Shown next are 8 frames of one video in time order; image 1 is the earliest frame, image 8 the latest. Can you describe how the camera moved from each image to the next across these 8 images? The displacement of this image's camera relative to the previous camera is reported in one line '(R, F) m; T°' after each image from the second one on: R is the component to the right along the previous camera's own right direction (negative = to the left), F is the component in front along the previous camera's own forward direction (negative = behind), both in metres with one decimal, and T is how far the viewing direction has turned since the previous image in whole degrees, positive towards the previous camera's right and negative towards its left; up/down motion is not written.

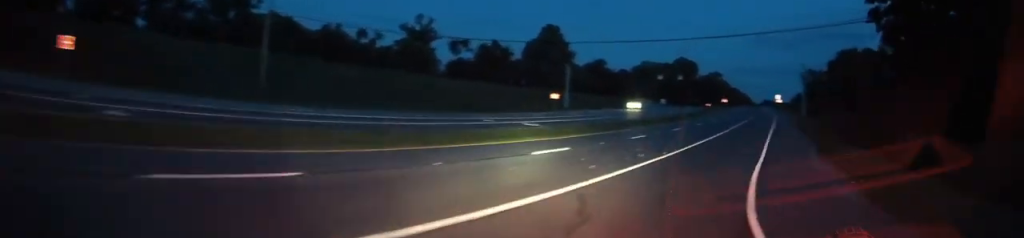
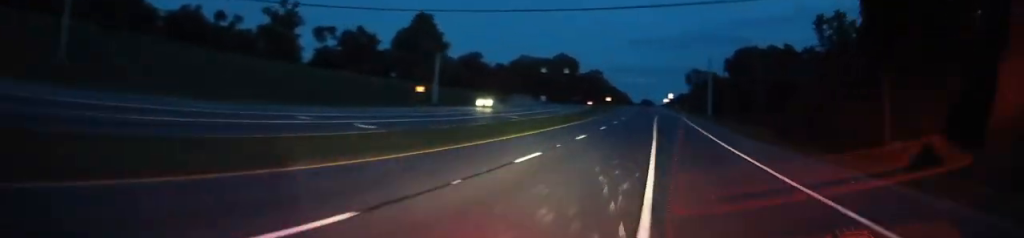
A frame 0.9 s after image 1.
(+1.1, +13.5) m; +11°
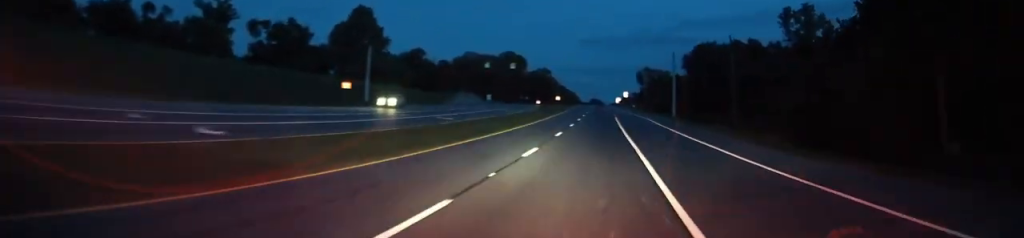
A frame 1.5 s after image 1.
(+1.1, +9.9) m; +6°
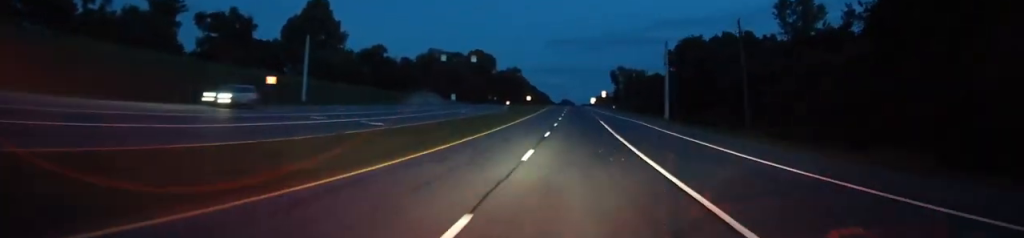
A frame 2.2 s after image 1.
(+0.8, +13.0) m; +4°
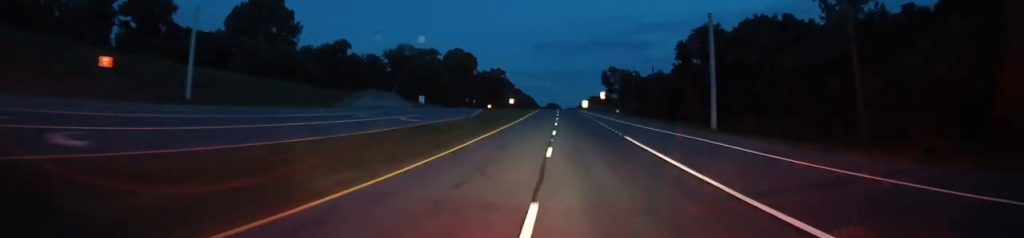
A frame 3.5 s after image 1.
(+0.3, +23.0) m; +2°
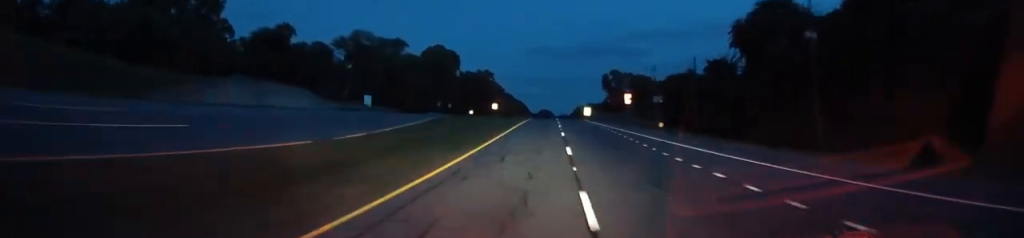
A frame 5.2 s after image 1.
(+0.5, +35.0) m; 0°
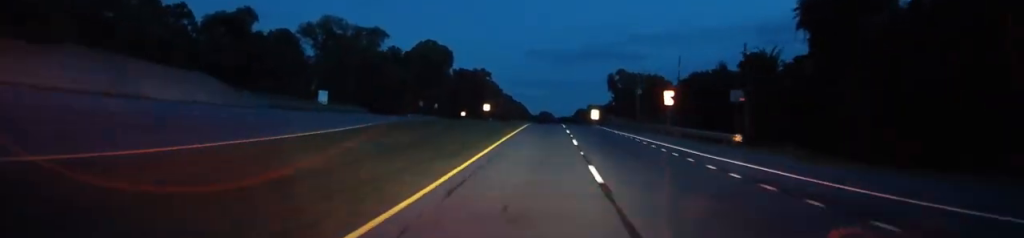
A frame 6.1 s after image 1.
(-0.2, +19.5) m; 0°
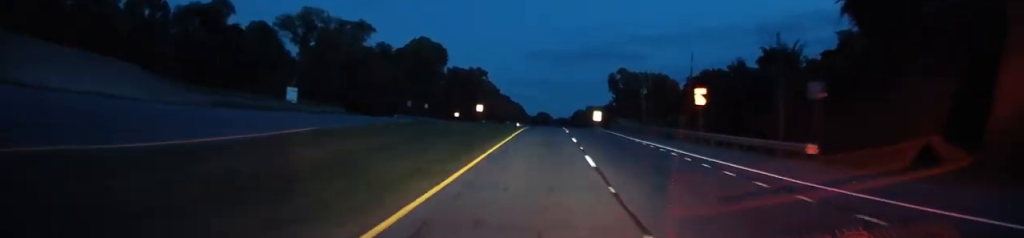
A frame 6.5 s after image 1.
(0.0, +9.0) m; 0°
